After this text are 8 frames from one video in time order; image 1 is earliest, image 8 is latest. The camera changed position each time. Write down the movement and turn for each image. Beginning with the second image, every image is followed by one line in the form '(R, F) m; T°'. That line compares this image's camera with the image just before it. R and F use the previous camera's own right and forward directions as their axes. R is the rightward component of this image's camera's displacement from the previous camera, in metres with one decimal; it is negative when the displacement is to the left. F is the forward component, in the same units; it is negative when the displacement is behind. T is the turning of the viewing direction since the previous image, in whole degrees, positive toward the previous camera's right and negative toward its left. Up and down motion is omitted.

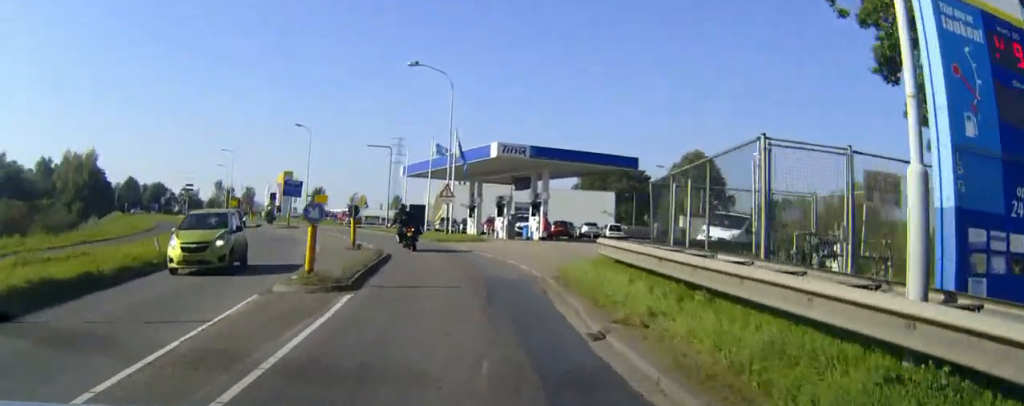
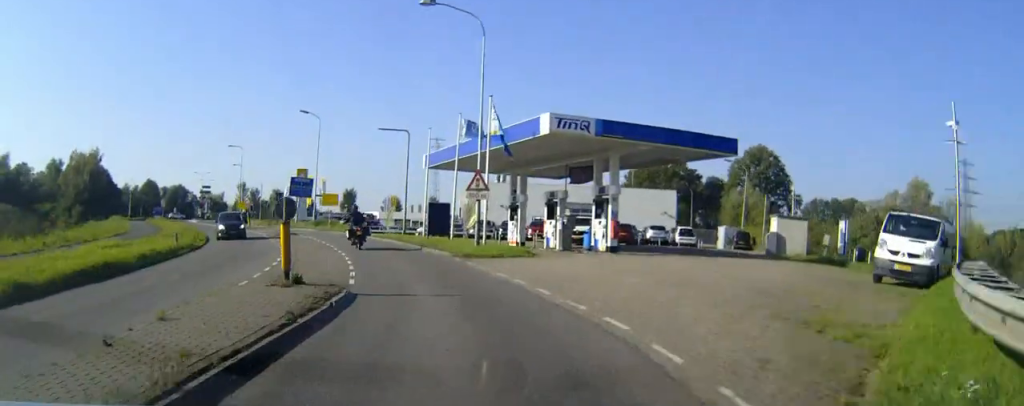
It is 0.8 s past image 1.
(-0.2, +12.0) m; -3°
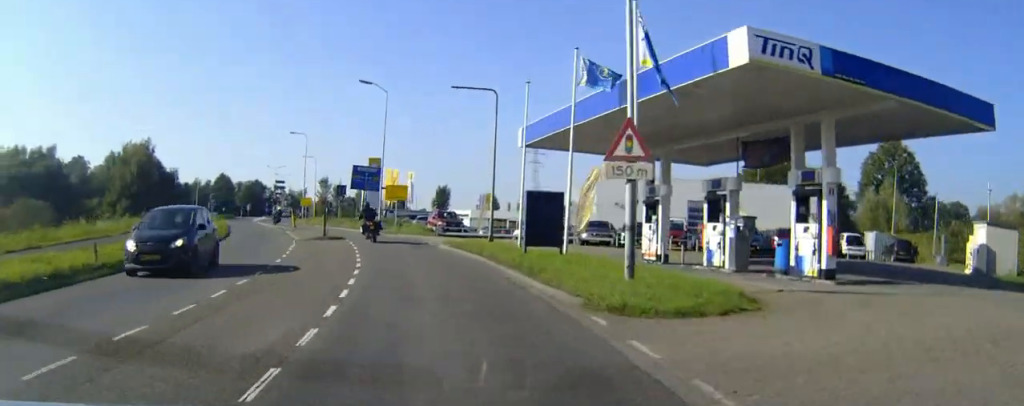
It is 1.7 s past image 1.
(-0.7, +13.5) m; -6°
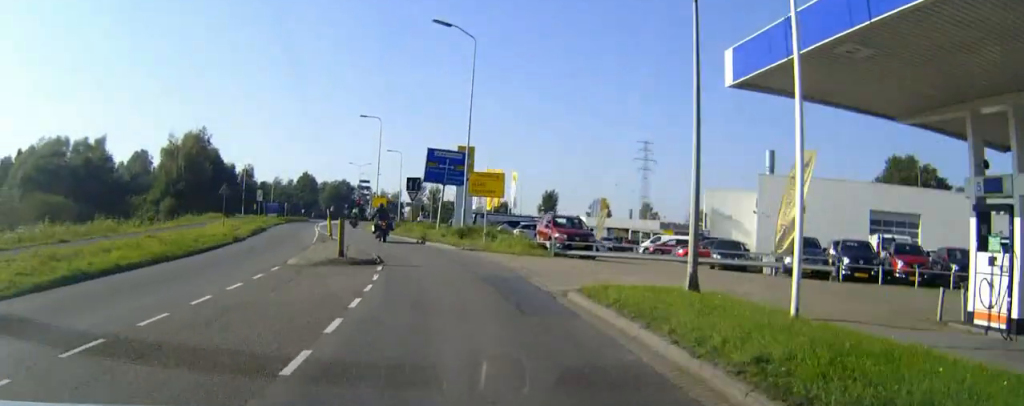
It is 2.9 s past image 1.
(-1.1, +16.5) m; -8°
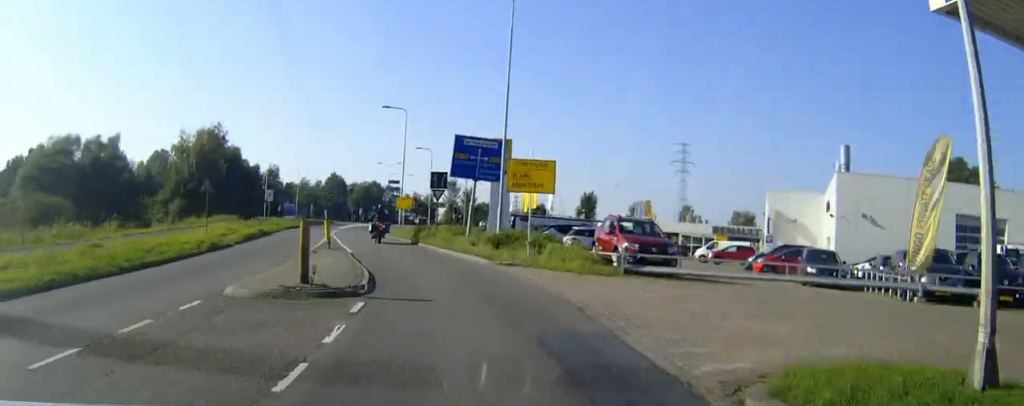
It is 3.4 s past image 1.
(-0.4, +6.7) m; -3°
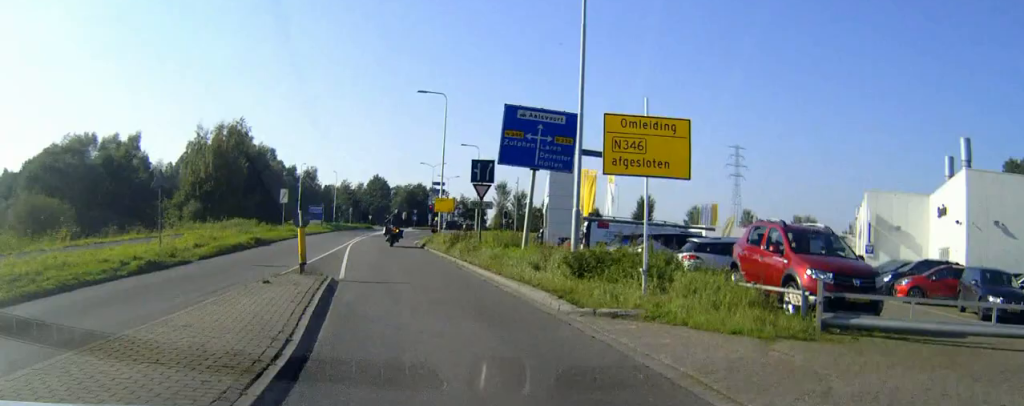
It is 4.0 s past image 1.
(-0.3, +9.4) m; -4°
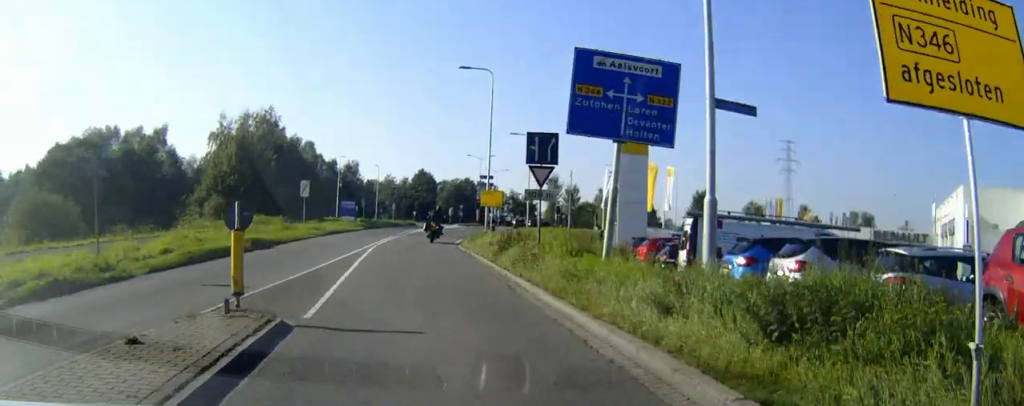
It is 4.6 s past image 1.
(-0.2, +7.1) m; -3°
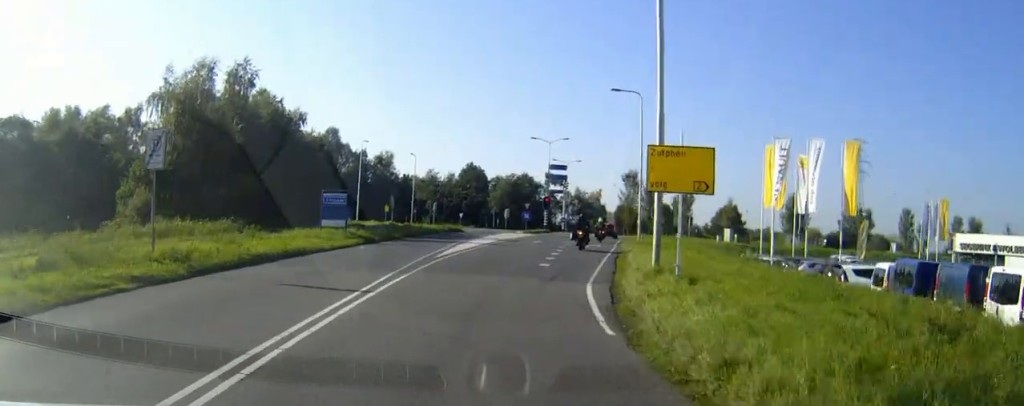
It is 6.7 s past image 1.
(-2.4, +28.1) m; -4°
